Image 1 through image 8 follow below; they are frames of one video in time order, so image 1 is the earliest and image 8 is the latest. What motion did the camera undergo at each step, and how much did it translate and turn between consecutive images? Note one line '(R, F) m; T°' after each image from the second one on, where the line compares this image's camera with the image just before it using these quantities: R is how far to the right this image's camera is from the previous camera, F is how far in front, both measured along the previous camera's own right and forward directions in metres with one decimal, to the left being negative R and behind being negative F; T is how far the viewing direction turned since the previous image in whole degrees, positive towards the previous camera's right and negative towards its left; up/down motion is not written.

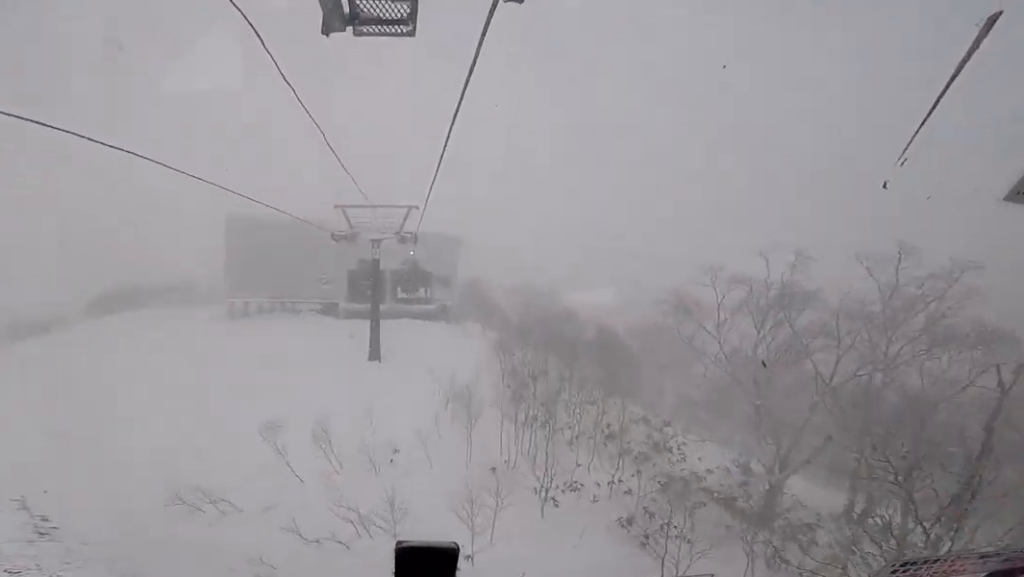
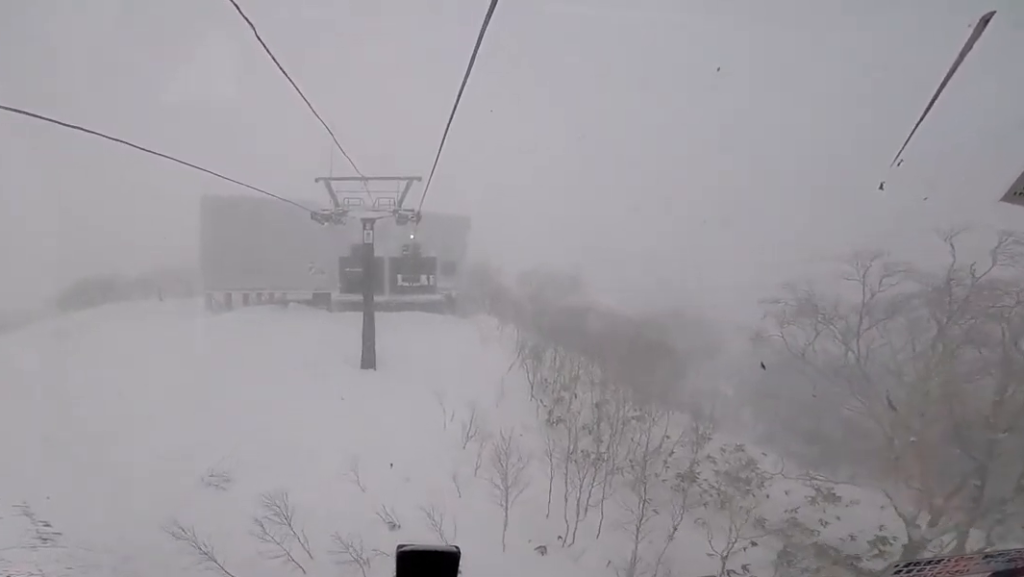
(-0.2, +5.7) m; 0°
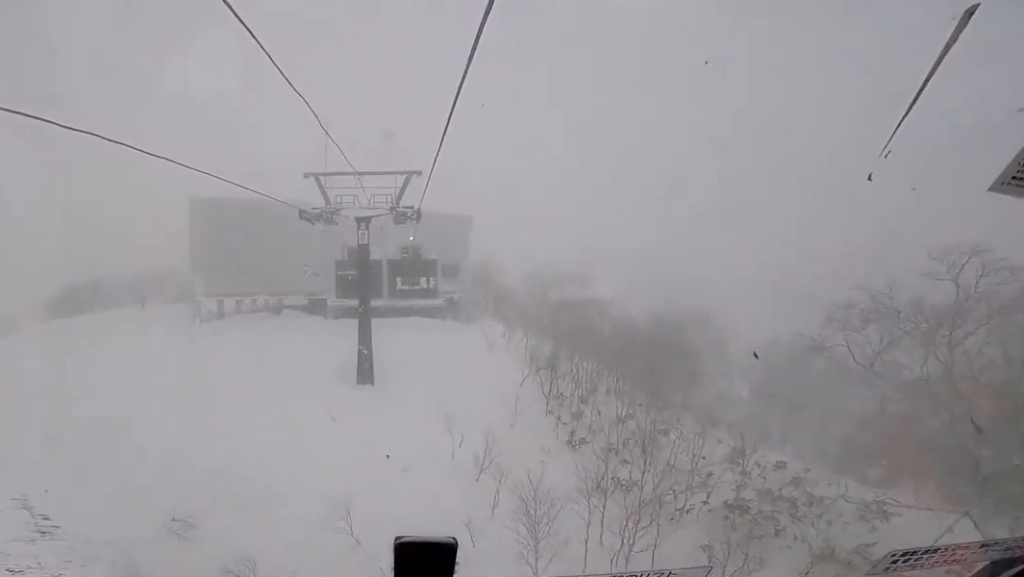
(+0.3, +2.2) m; 0°
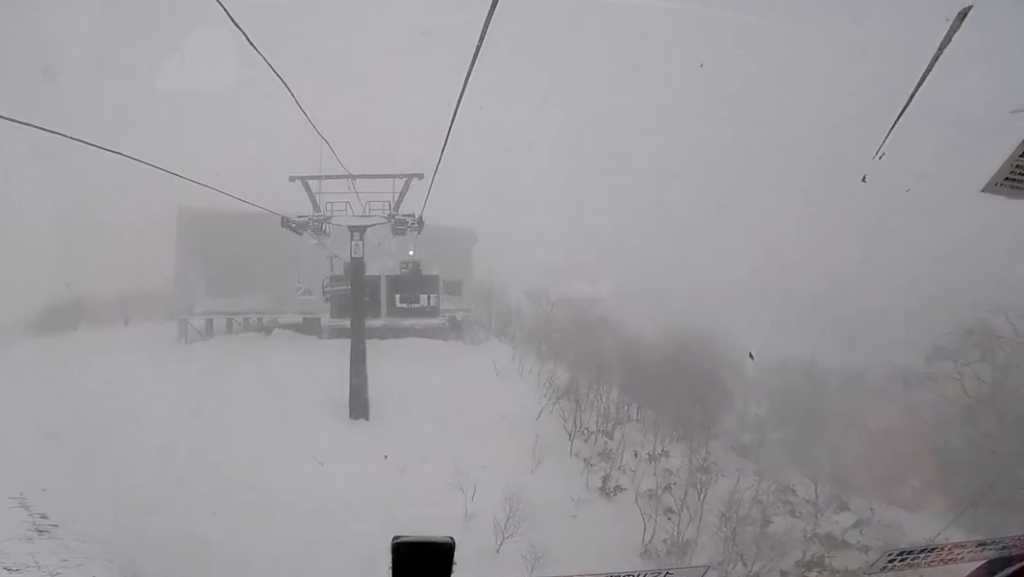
(-0.3, +2.6) m; 0°
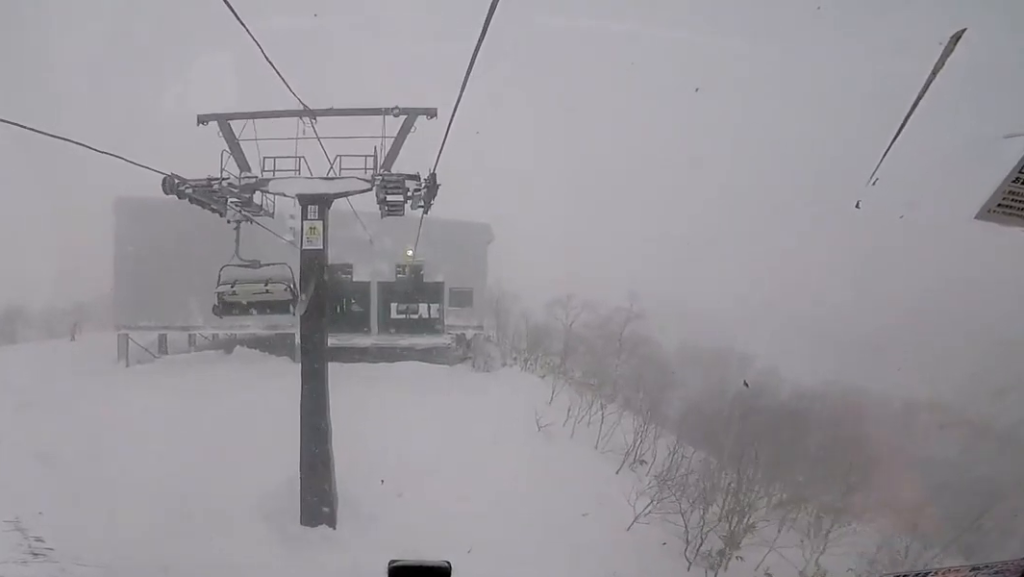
(+0.1, +8.2) m; -3°
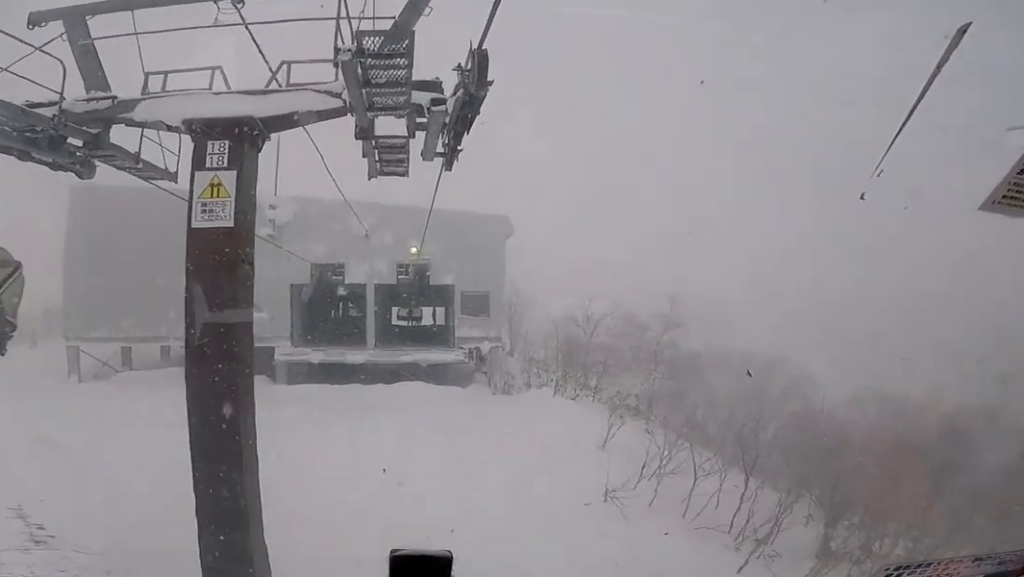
(-0.5, +5.2) m; -1°
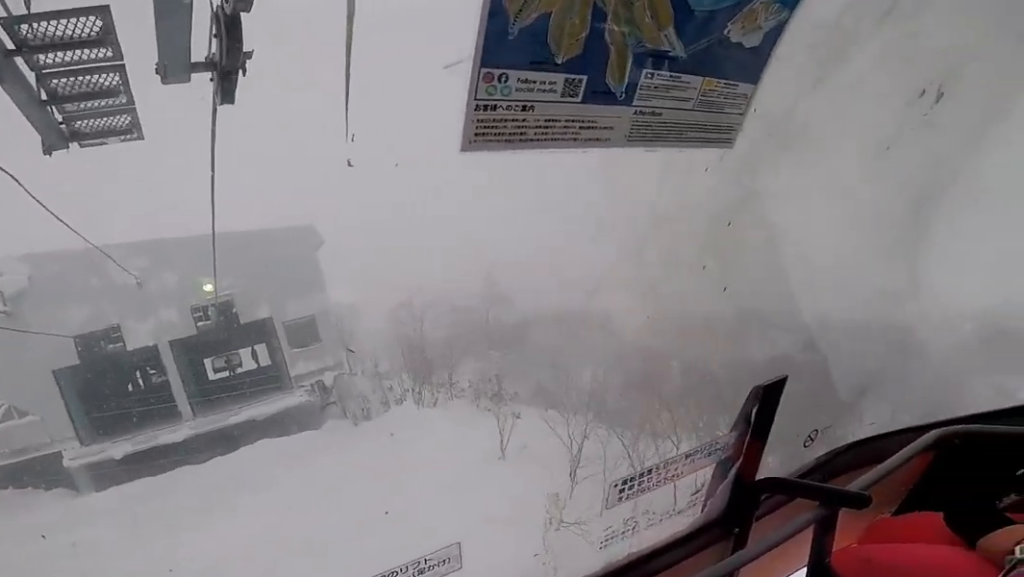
(+0.1, +3.3) m; +4°
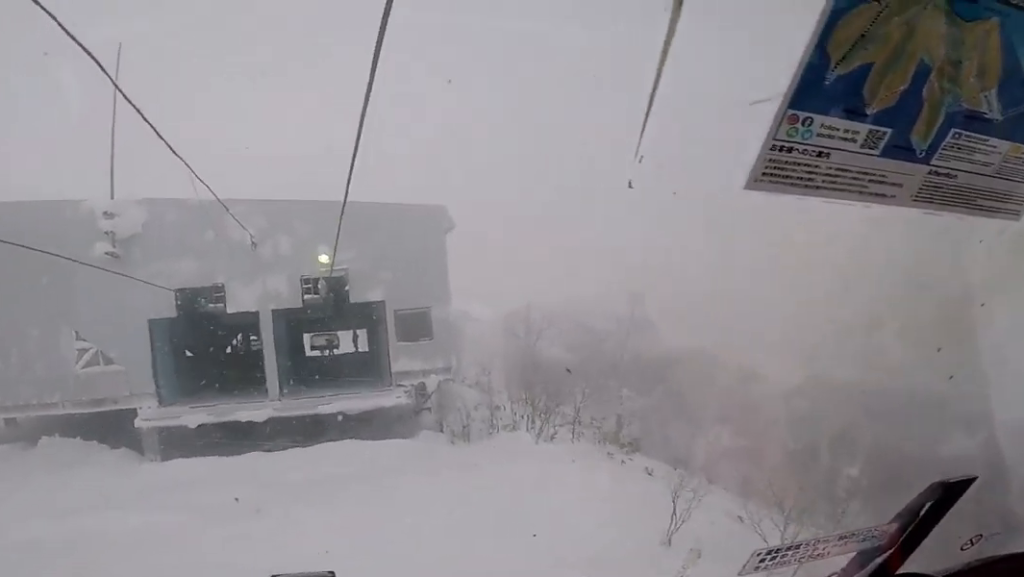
(+0.5, +3.7) m; 0°
